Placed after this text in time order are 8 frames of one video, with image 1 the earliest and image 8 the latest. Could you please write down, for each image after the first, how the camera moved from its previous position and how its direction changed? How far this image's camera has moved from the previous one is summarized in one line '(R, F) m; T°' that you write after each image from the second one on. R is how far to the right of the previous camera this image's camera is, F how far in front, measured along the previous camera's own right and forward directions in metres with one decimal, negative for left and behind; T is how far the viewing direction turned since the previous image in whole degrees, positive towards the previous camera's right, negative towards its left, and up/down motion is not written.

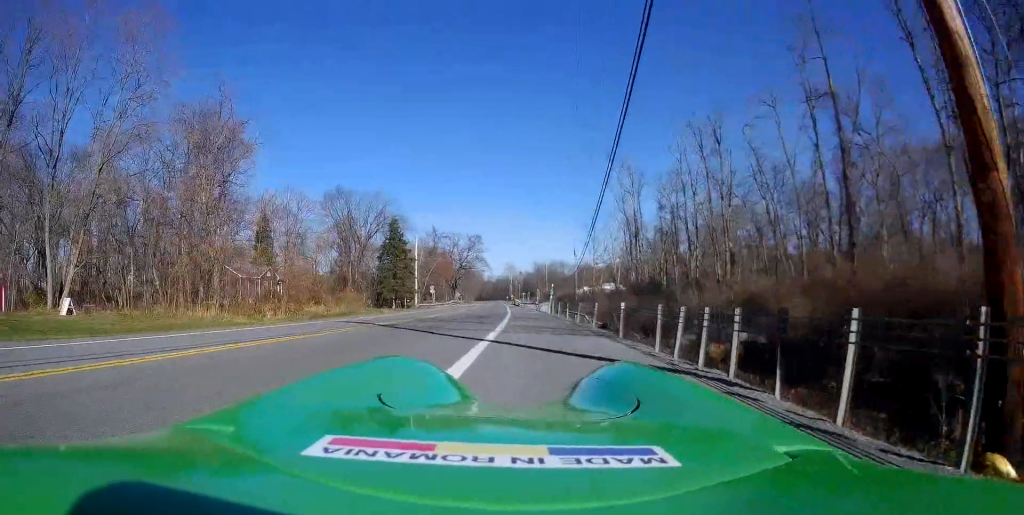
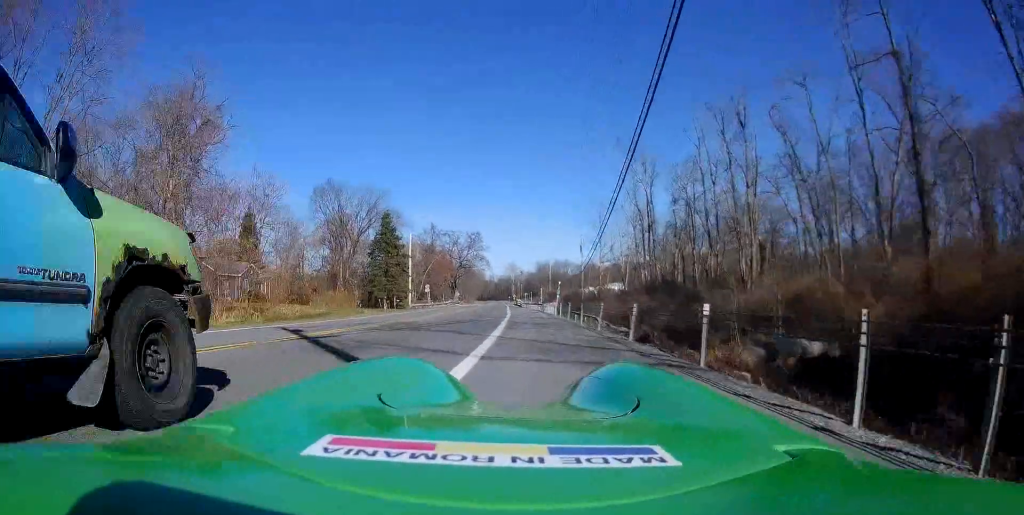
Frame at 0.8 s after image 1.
(-0.1, +5.9) m; +1°
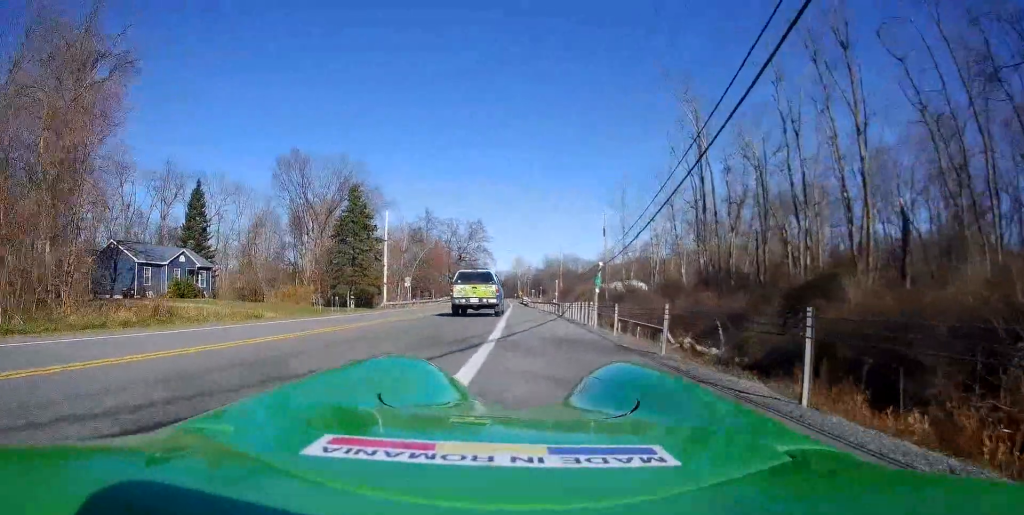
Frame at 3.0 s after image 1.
(+0.8, +17.0) m; +2°
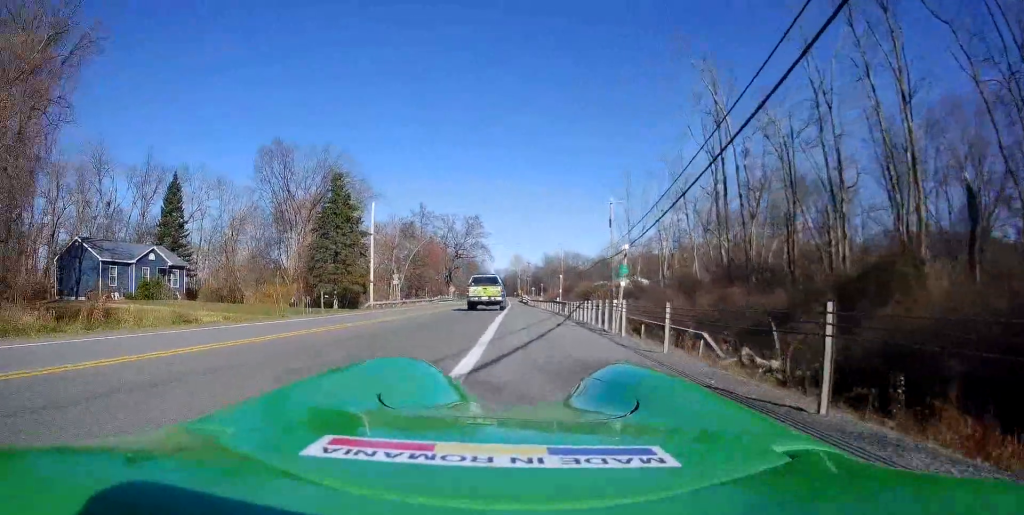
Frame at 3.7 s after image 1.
(-0.1, +5.3) m; -3°
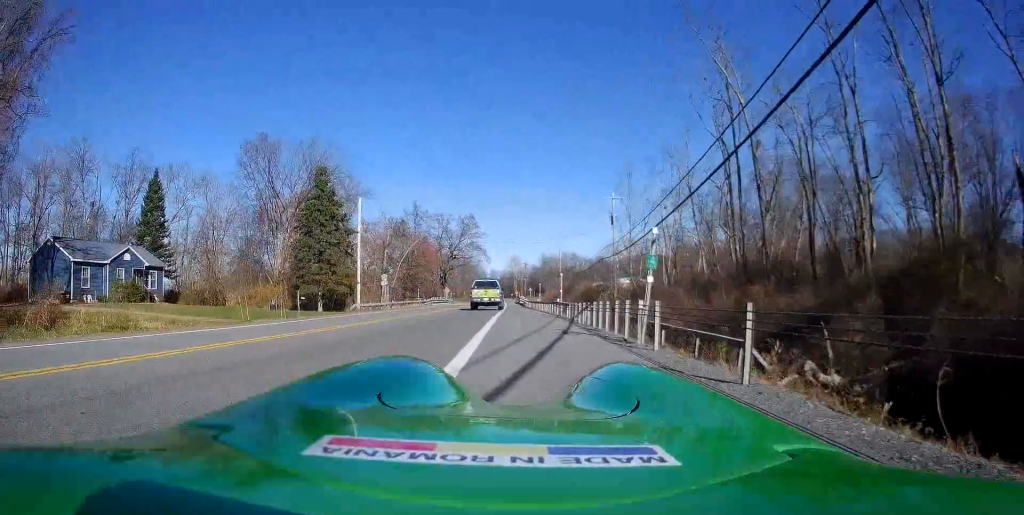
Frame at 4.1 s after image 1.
(0.0, +3.3) m; -2°
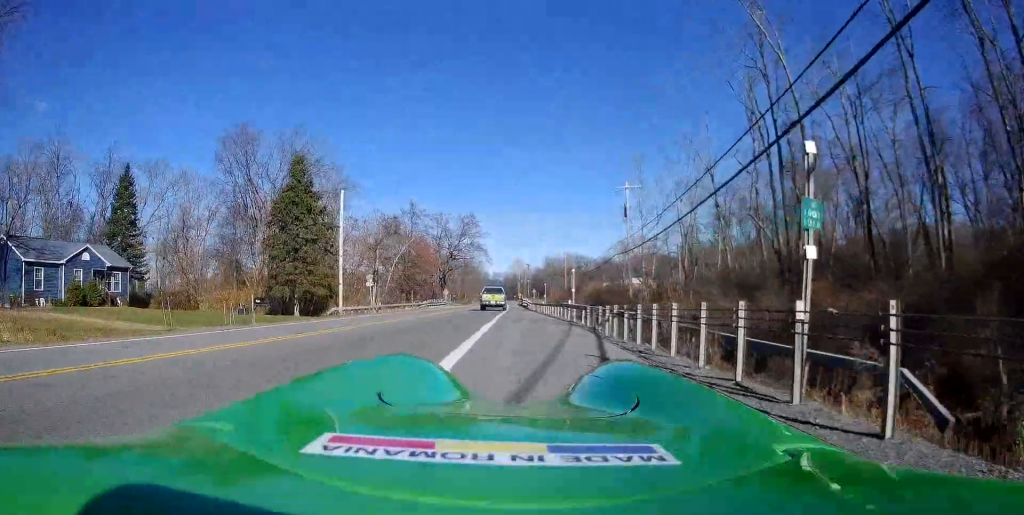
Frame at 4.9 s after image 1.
(-0.3, +6.4) m; +2°
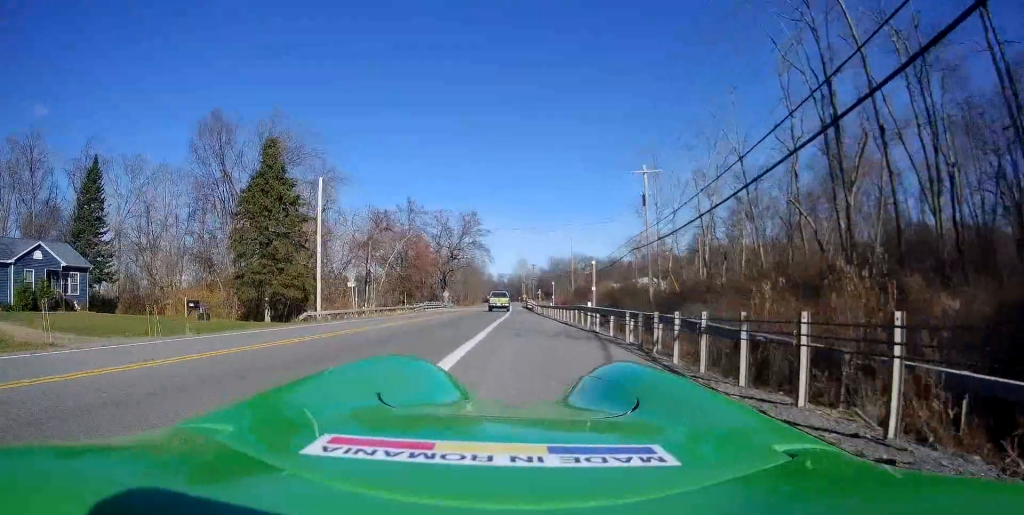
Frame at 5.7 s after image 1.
(+0.3, +6.0) m; +1°
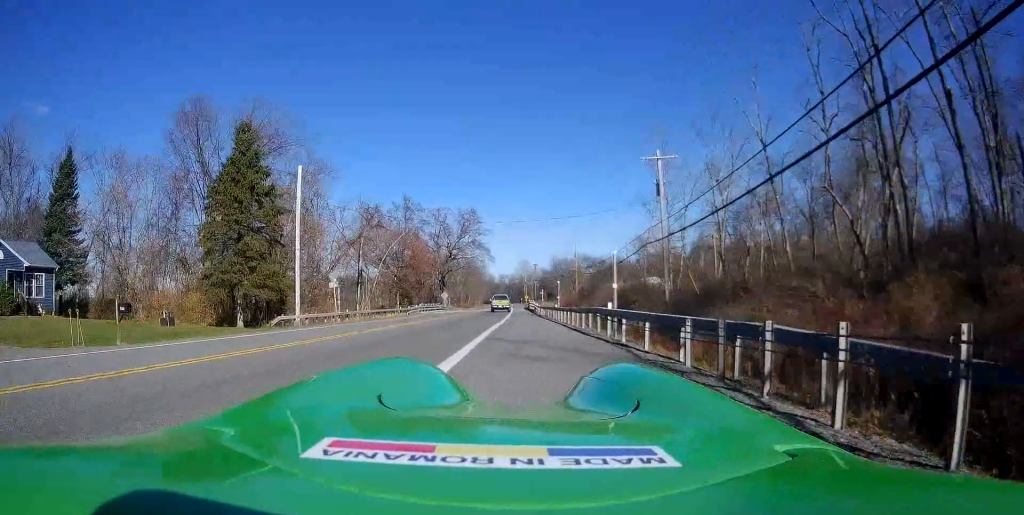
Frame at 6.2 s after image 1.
(+0.2, +4.3) m; +1°
